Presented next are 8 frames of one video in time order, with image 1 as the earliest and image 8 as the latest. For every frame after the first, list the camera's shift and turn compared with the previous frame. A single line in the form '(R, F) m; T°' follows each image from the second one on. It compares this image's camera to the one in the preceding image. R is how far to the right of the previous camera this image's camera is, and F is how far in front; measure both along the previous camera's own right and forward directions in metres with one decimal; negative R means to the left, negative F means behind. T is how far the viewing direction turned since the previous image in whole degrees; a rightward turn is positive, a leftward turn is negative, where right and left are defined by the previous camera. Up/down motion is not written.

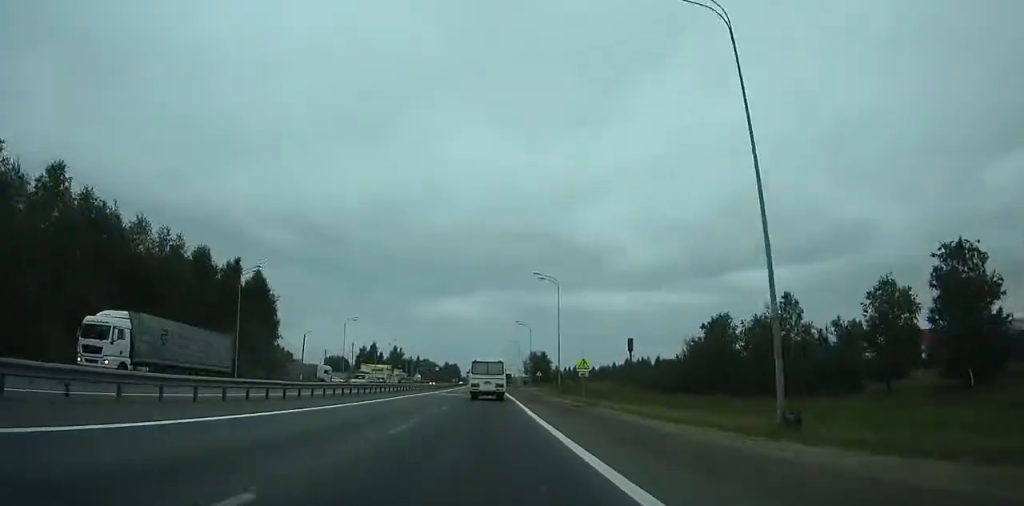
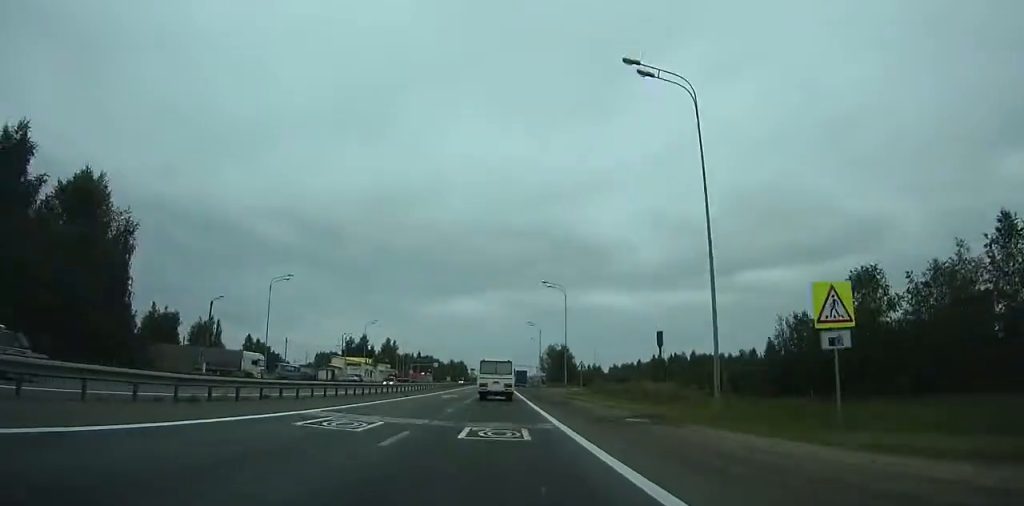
(-0.3, +36.0) m; +1°
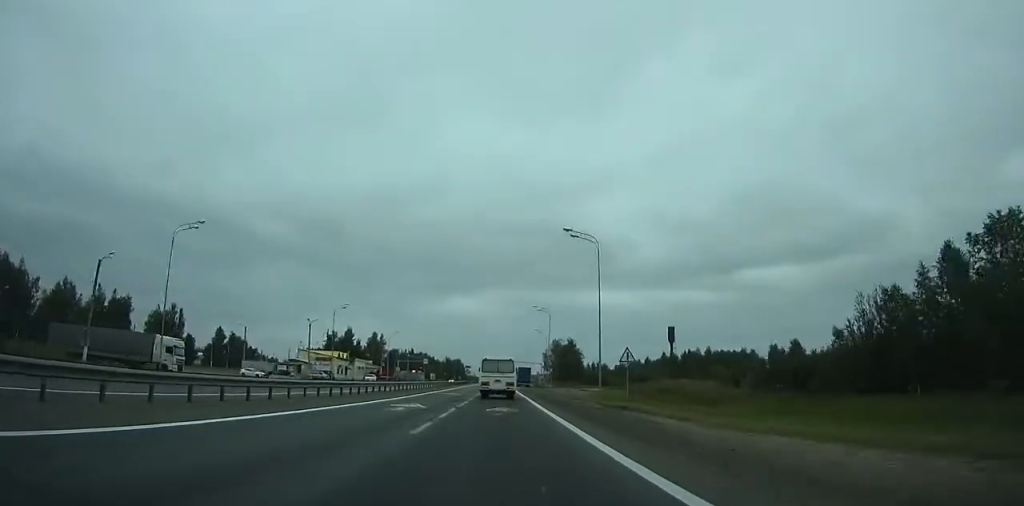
(+0.3, +20.1) m; 0°
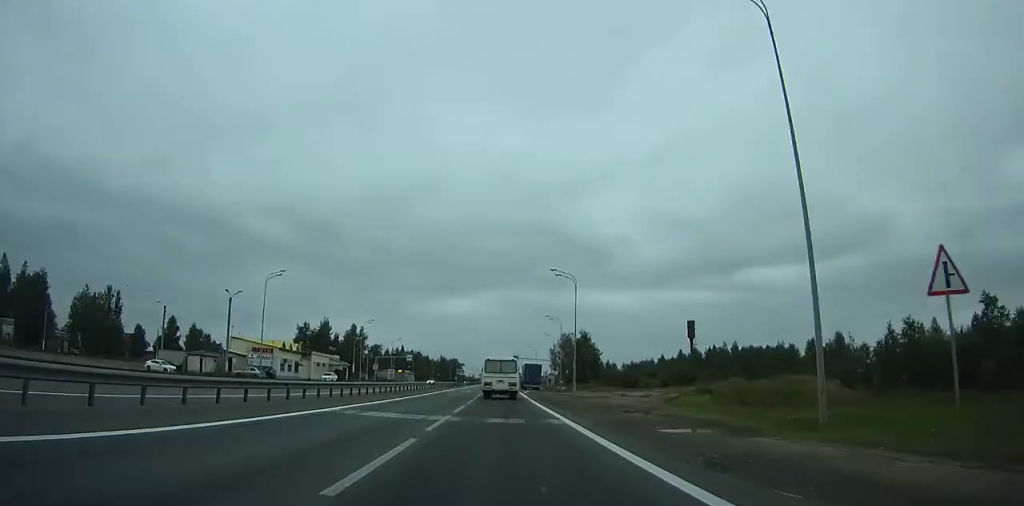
(+1.0, +26.2) m; 0°
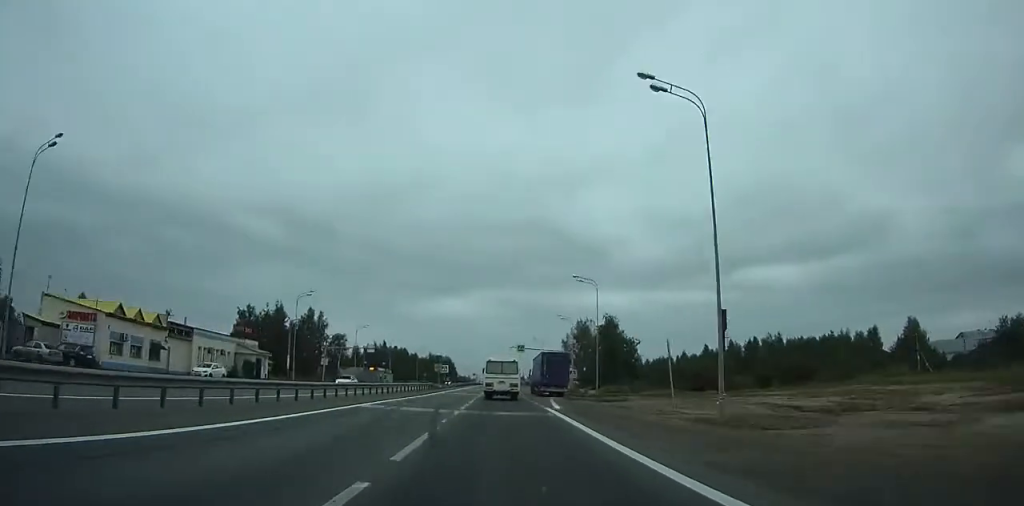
(-1.2, +37.9) m; -2°
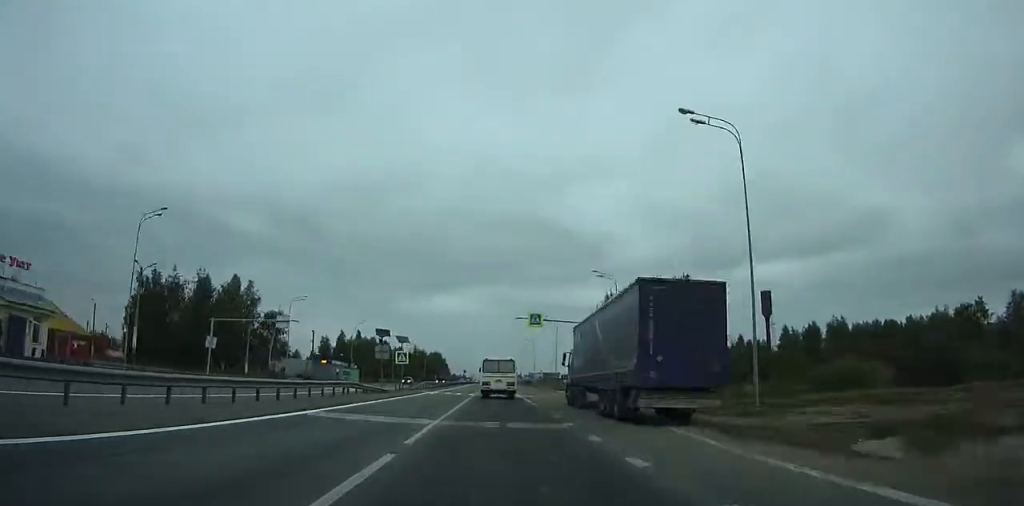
(-0.7, +39.9) m; -1°
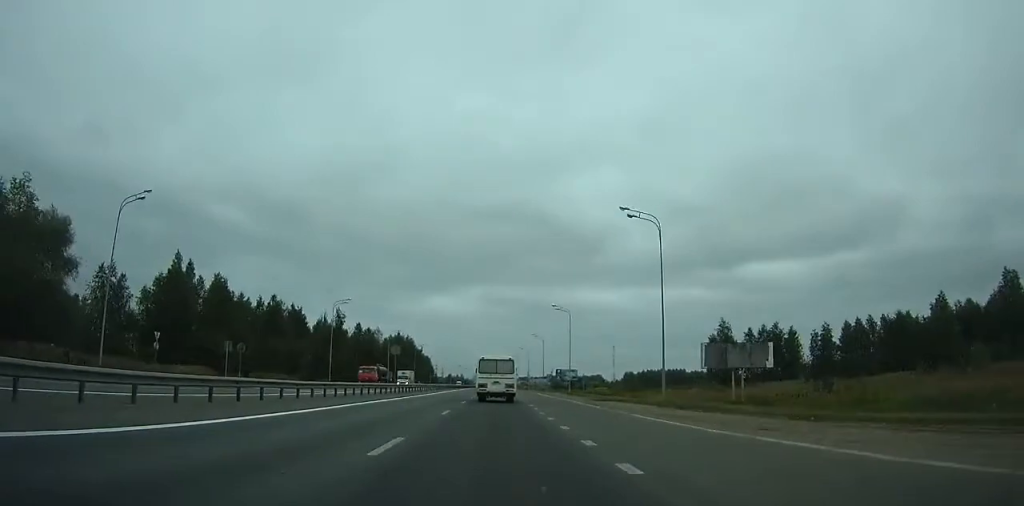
(+1.7, +120.6) m; +1°
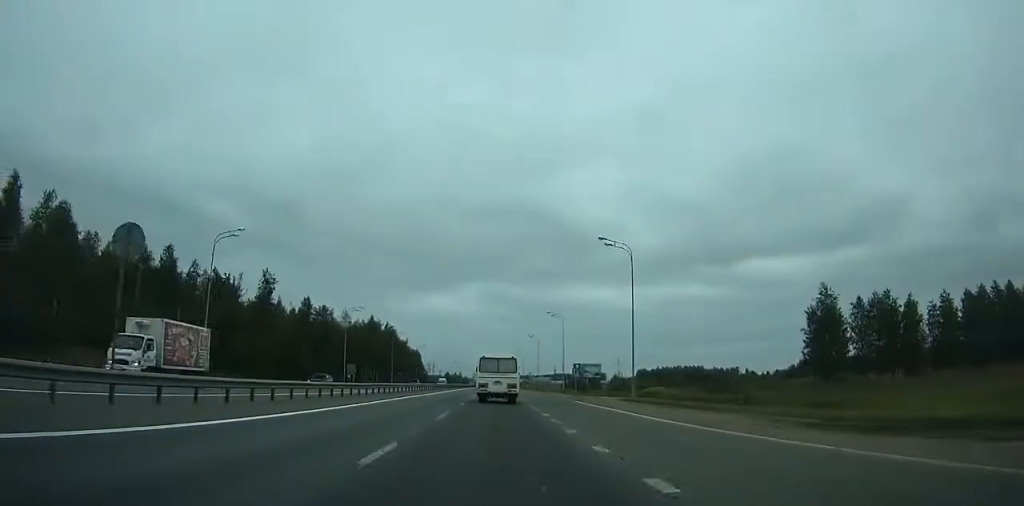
(-0.1, +38.3) m; 0°
